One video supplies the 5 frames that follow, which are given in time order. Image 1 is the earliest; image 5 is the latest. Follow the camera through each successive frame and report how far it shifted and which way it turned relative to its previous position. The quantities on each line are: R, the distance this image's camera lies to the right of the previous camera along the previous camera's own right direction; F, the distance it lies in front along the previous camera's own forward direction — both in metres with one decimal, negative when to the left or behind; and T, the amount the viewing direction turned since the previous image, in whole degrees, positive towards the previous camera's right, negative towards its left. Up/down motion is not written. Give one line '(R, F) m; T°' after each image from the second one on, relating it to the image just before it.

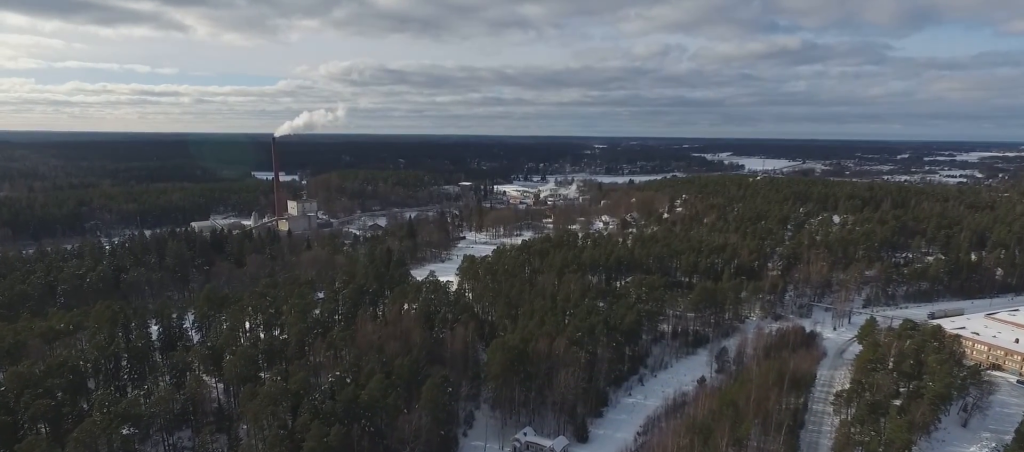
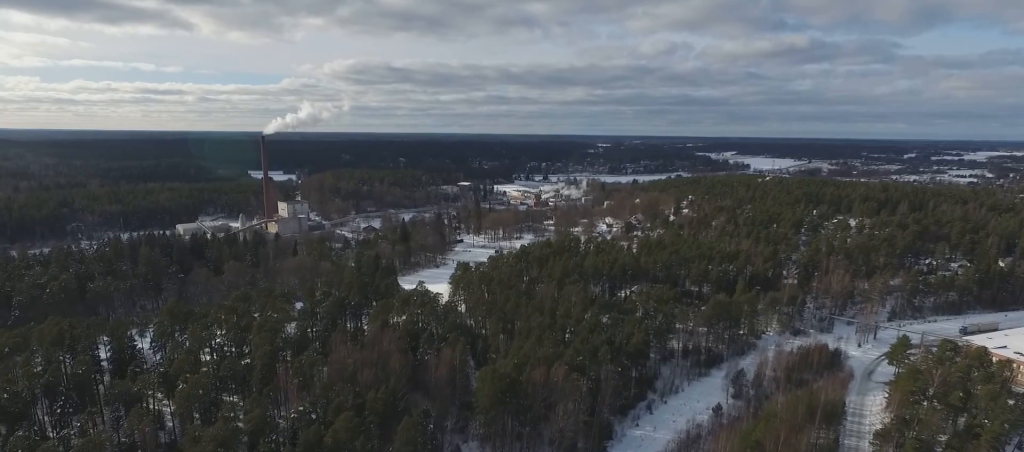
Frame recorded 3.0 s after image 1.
(+0.2, +24.3) m; 0°
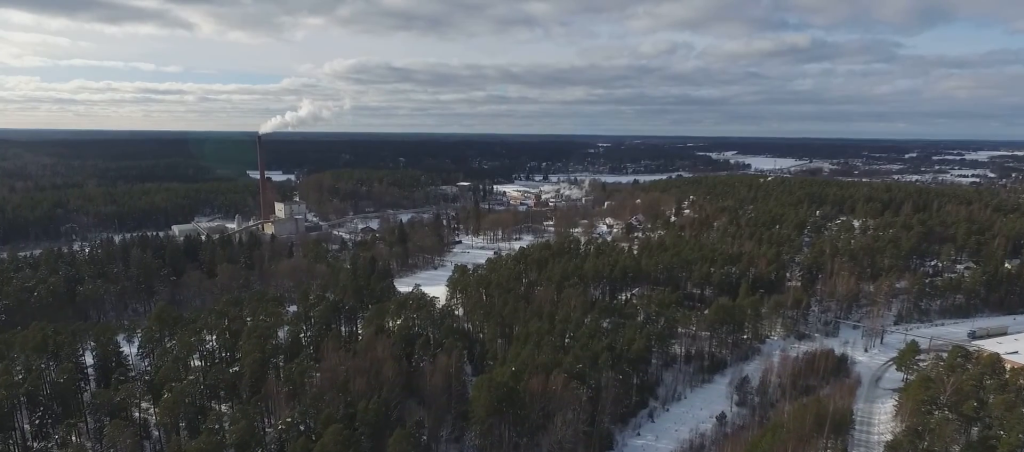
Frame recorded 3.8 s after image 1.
(-0.1, +6.1) m; -2°
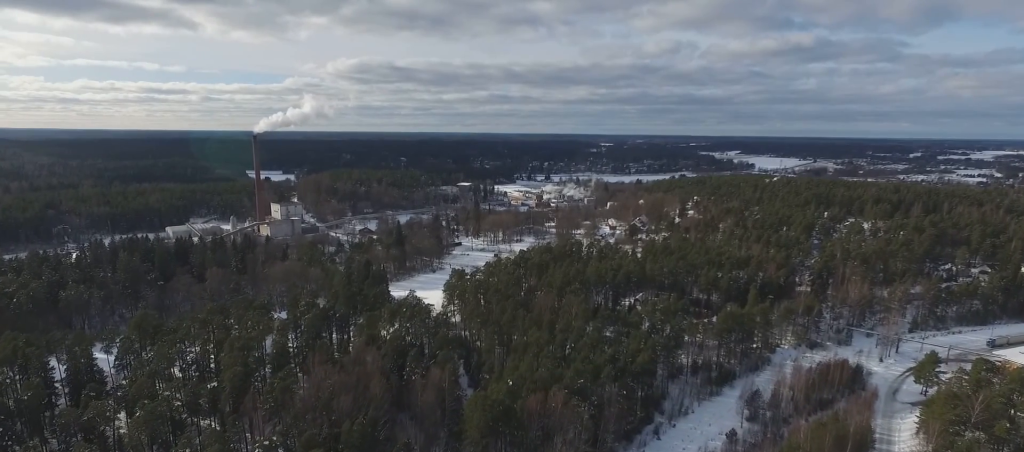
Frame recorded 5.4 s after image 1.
(-0.2, +11.2) m; -2°
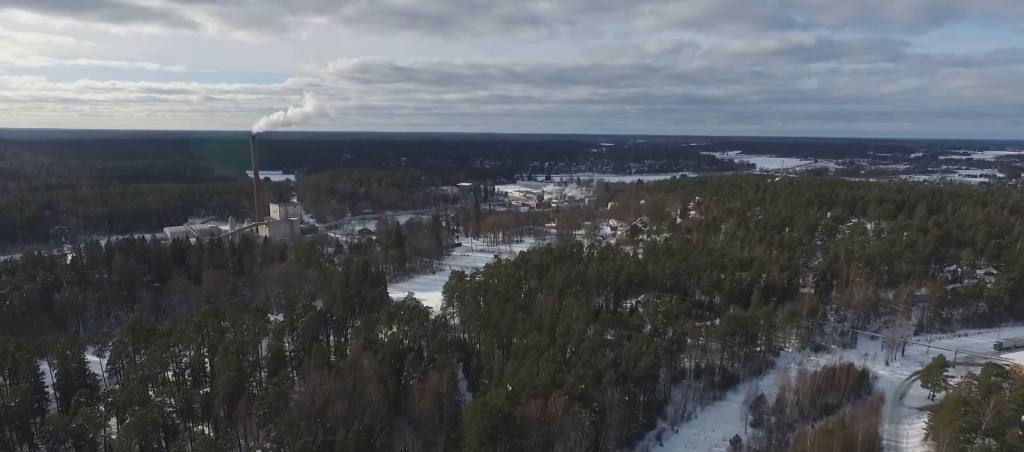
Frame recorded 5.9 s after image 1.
(0.0, +3.8) m; 0°
